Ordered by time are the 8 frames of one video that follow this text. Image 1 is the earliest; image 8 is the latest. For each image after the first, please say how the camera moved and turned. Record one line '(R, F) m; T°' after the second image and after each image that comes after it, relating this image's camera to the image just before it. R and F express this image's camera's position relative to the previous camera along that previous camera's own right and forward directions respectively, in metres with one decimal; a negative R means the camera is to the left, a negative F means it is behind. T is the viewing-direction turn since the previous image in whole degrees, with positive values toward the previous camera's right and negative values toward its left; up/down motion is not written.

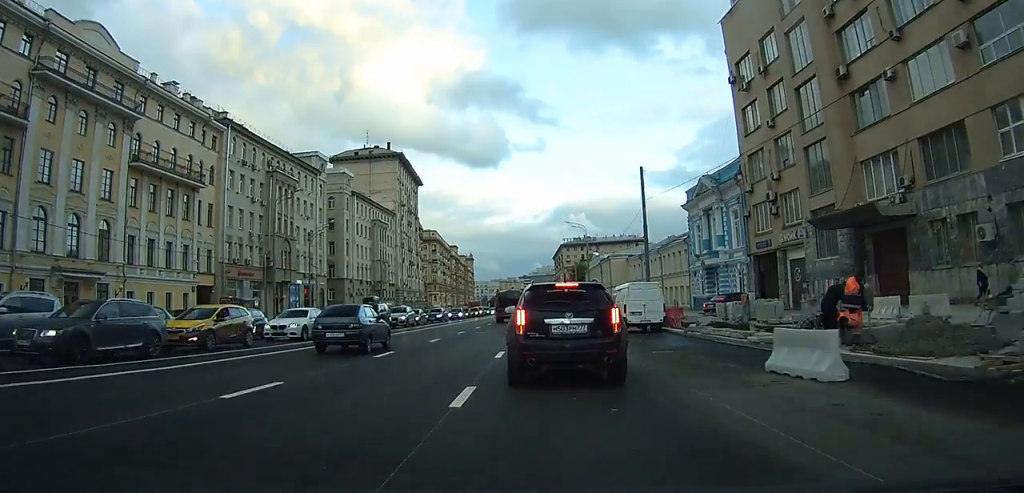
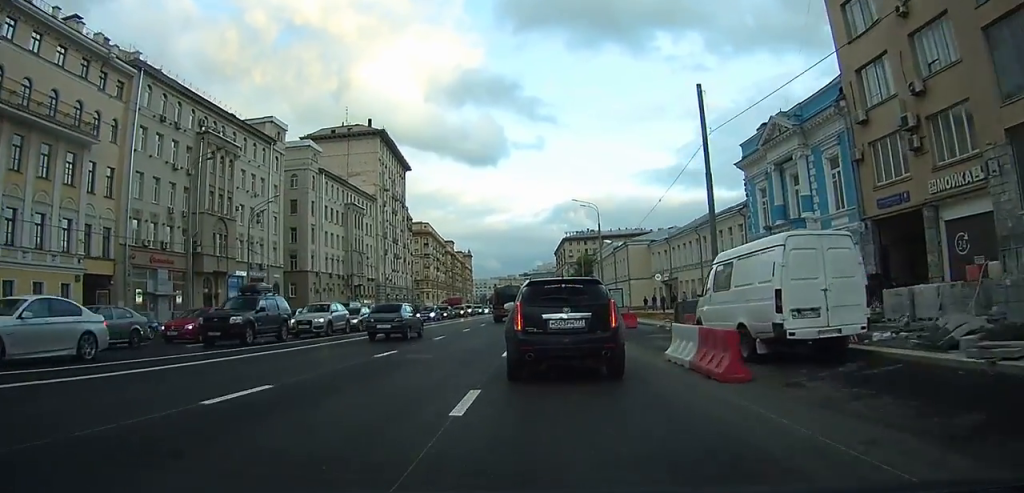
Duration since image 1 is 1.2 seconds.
(+0.1, +16.4) m; 0°
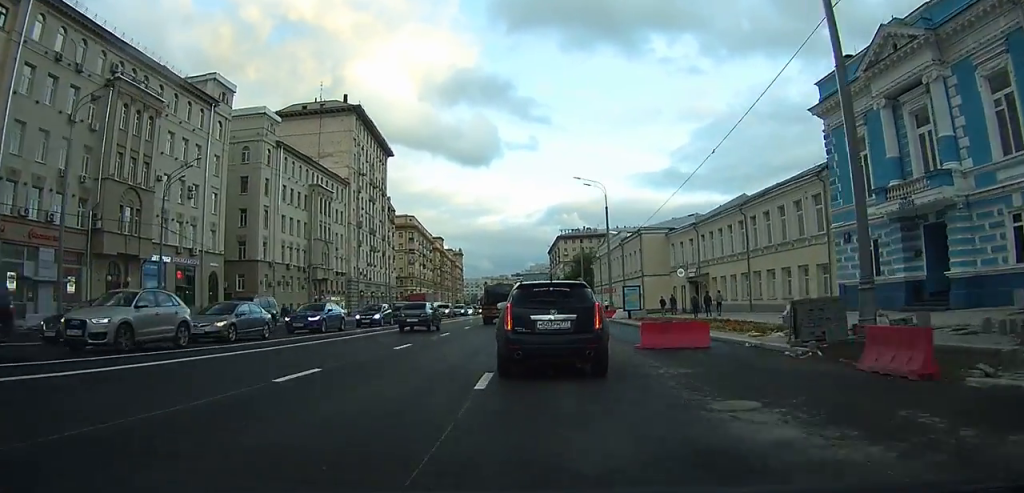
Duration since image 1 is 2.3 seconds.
(-0.1, +13.6) m; -1°
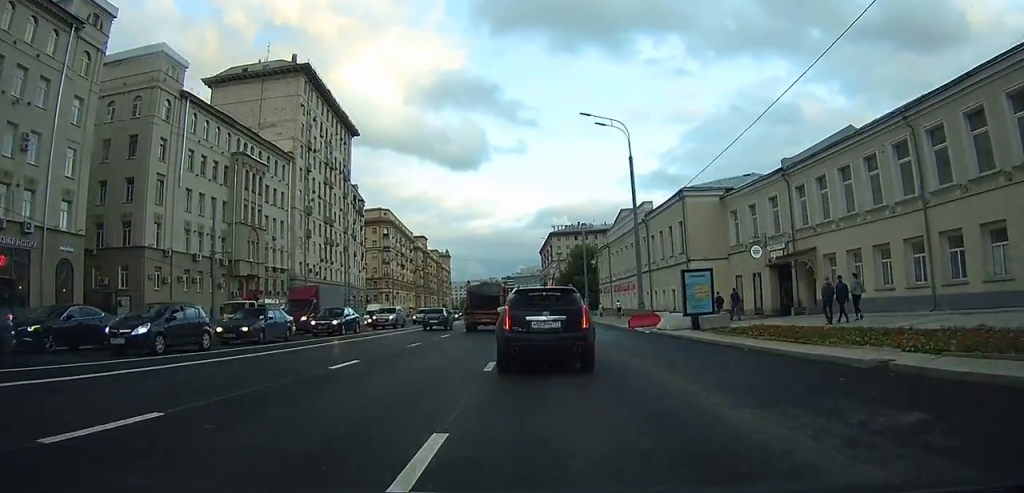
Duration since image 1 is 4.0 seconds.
(0.0, +20.5) m; +1°
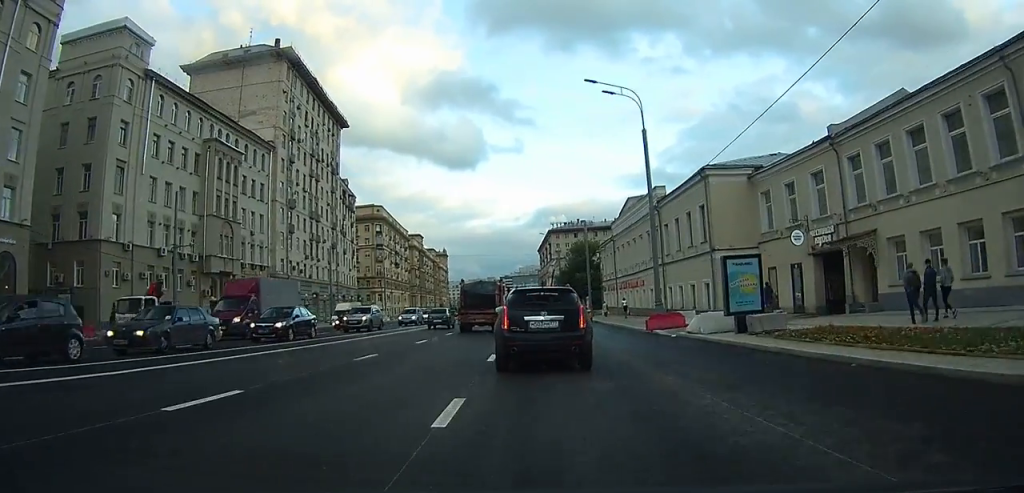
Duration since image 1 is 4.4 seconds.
(0.0, +5.6) m; 0°
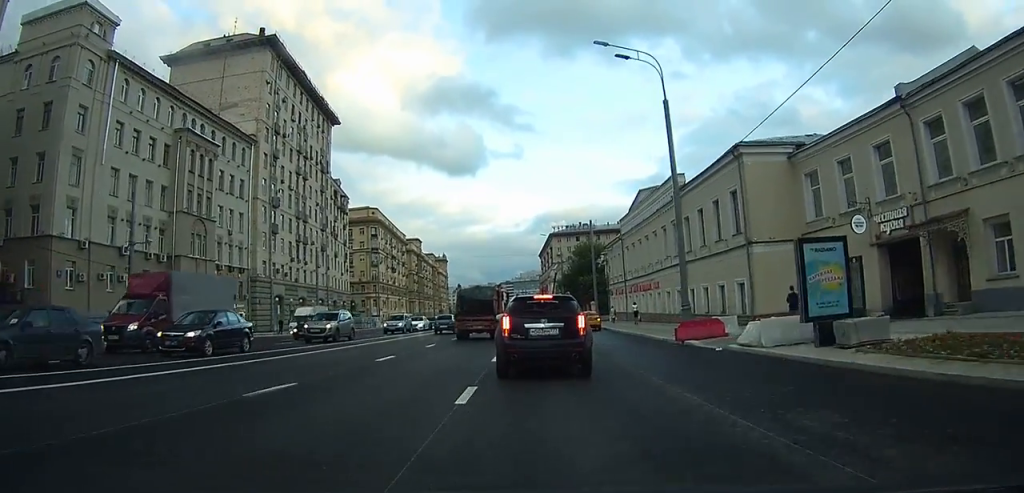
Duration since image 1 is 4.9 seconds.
(0.0, +5.6) m; 0°
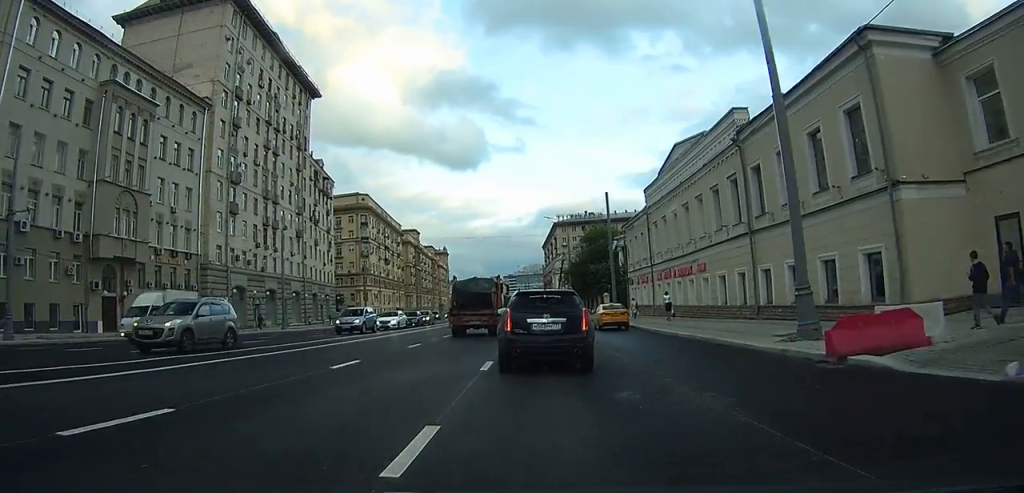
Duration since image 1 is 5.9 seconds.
(+0.1, +11.6) m; 0°
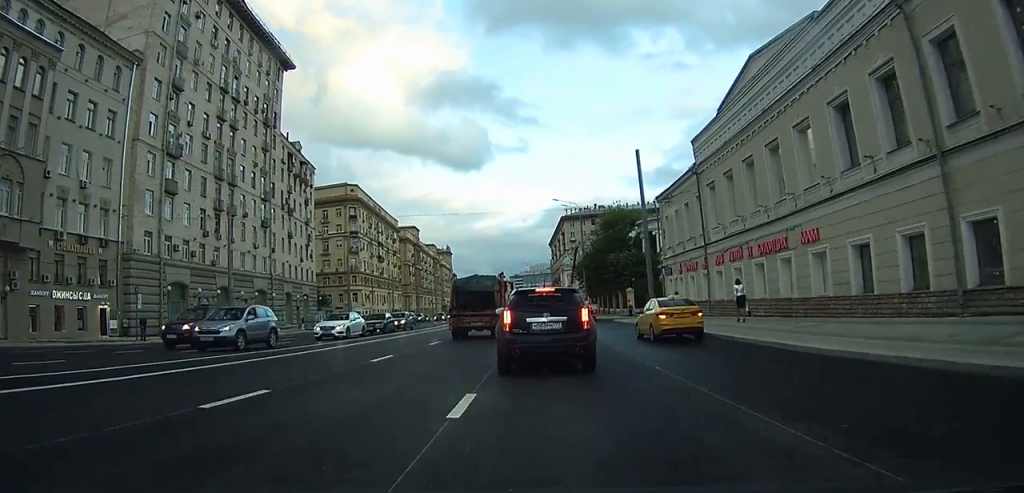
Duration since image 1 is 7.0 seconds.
(0.0, +13.2) m; -1°
